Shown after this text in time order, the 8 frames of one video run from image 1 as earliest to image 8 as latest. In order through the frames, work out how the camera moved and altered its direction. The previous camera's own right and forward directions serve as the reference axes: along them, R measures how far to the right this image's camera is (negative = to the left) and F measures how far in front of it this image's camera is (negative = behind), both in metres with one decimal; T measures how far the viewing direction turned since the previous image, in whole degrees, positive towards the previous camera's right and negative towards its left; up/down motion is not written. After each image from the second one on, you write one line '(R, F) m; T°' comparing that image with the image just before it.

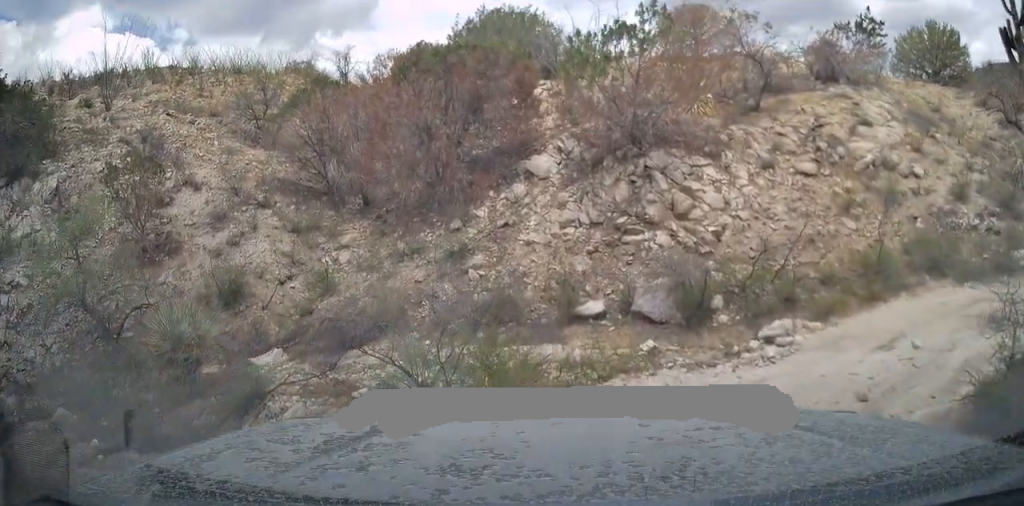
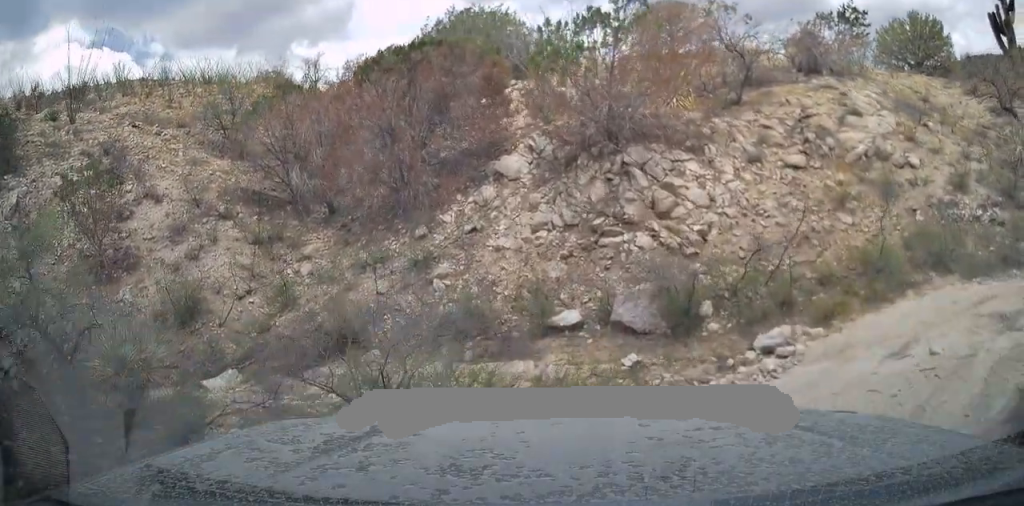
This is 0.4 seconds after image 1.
(-0.1, +1.0) m; +9°
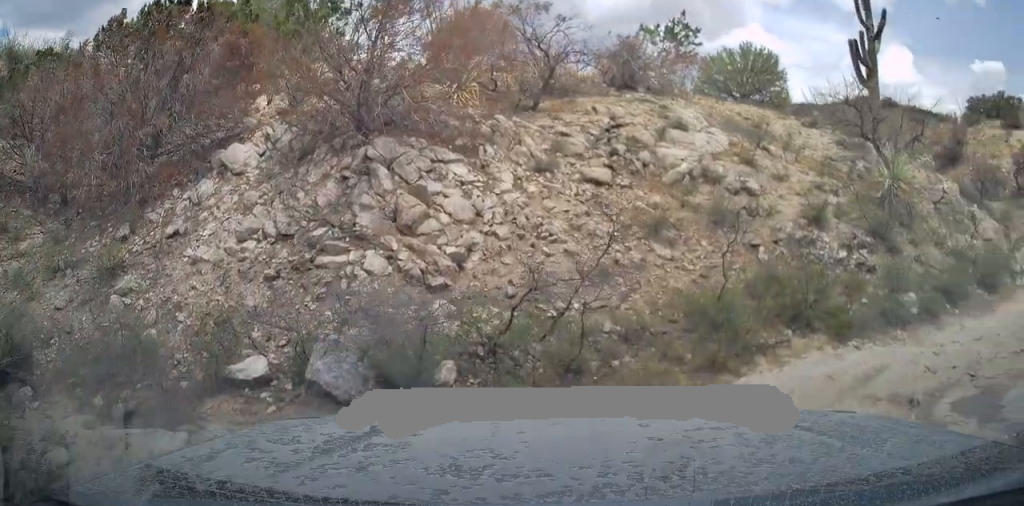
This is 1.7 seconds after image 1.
(+1.0, +3.4) m; +19°
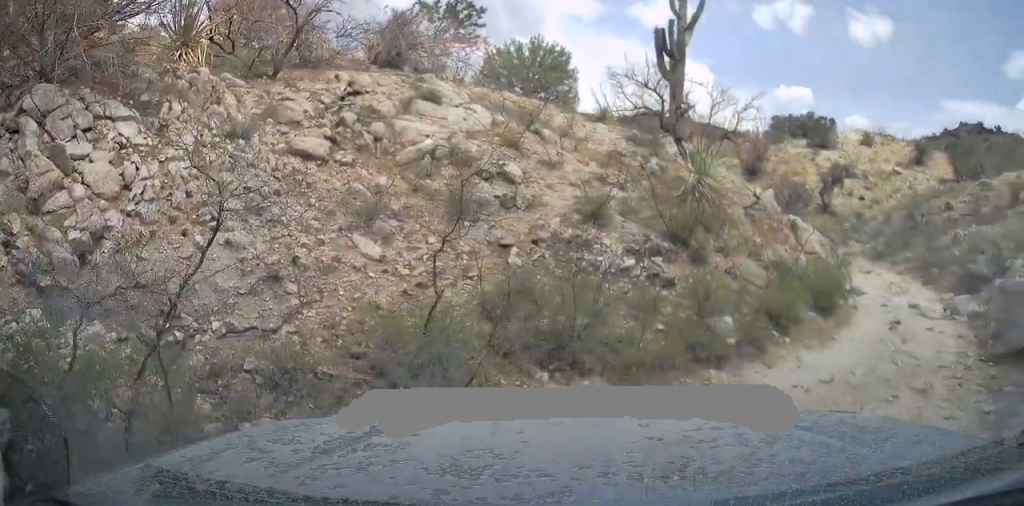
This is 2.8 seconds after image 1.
(-0.1, +3.1) m; +5°
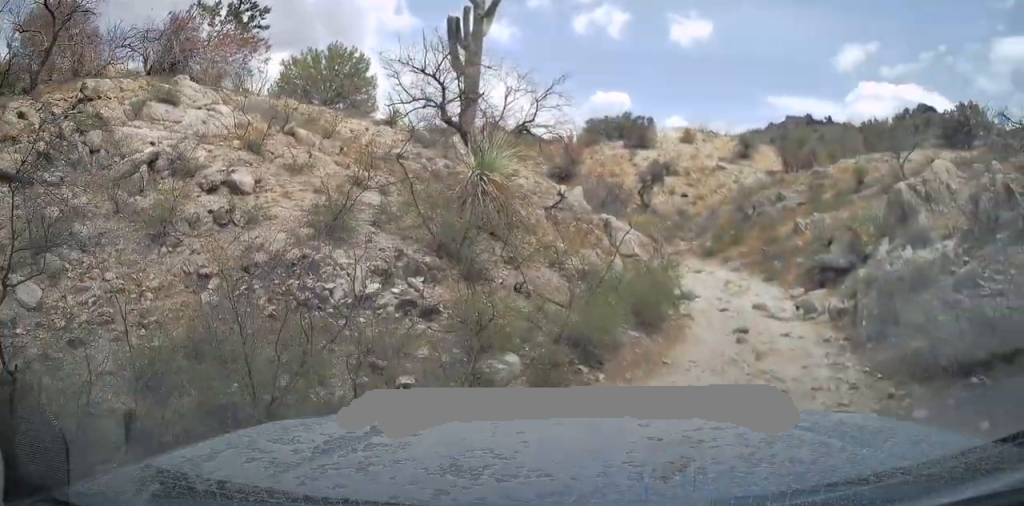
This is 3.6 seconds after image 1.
(+0.2, +2.2) m; +16°
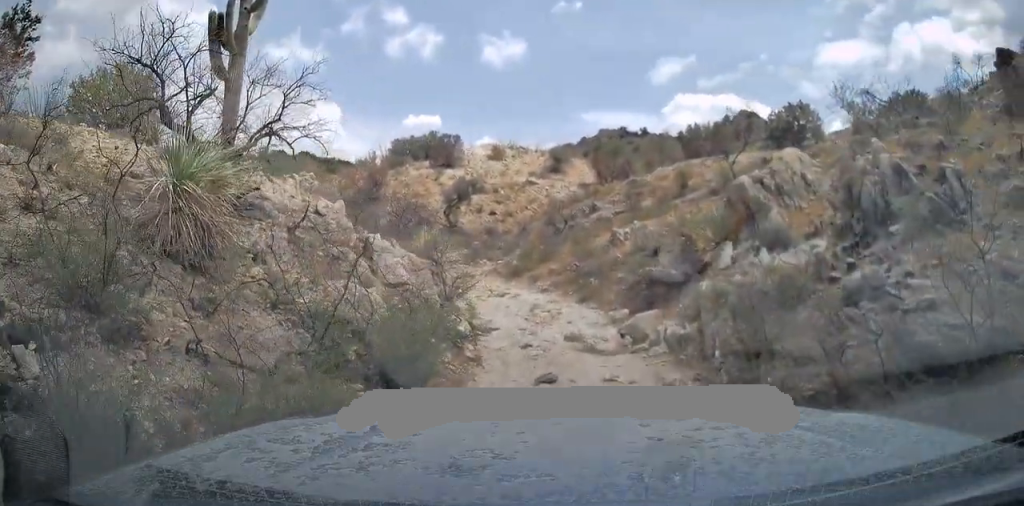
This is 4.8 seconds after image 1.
(+0.6, +2.9) m; +11°
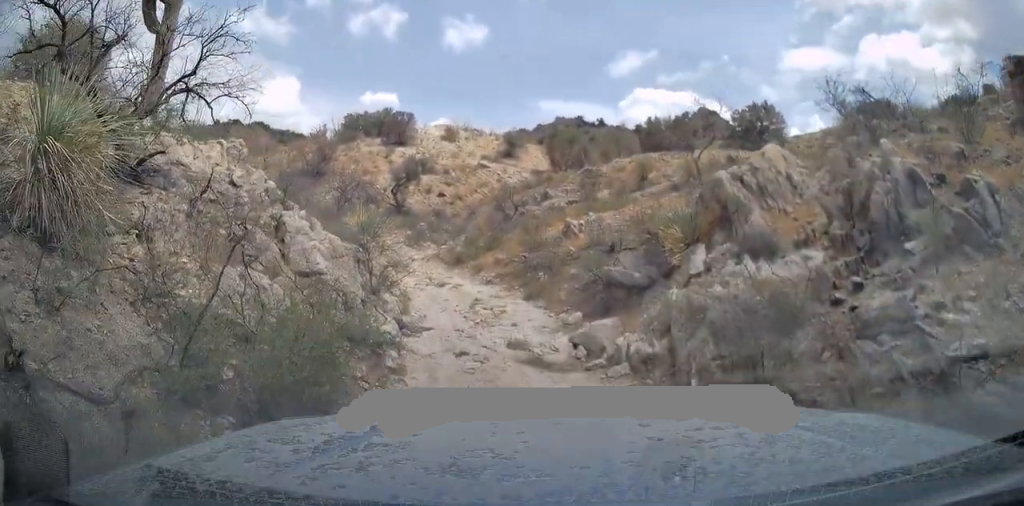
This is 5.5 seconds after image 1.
(-0.1, +1.7) m; -3°
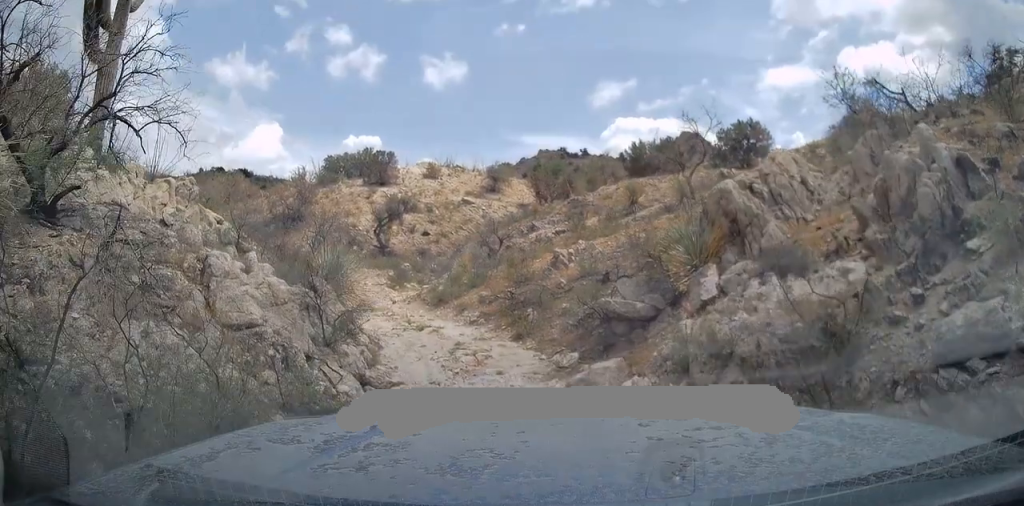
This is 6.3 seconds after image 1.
(0.0, +1.8) m; -1°
